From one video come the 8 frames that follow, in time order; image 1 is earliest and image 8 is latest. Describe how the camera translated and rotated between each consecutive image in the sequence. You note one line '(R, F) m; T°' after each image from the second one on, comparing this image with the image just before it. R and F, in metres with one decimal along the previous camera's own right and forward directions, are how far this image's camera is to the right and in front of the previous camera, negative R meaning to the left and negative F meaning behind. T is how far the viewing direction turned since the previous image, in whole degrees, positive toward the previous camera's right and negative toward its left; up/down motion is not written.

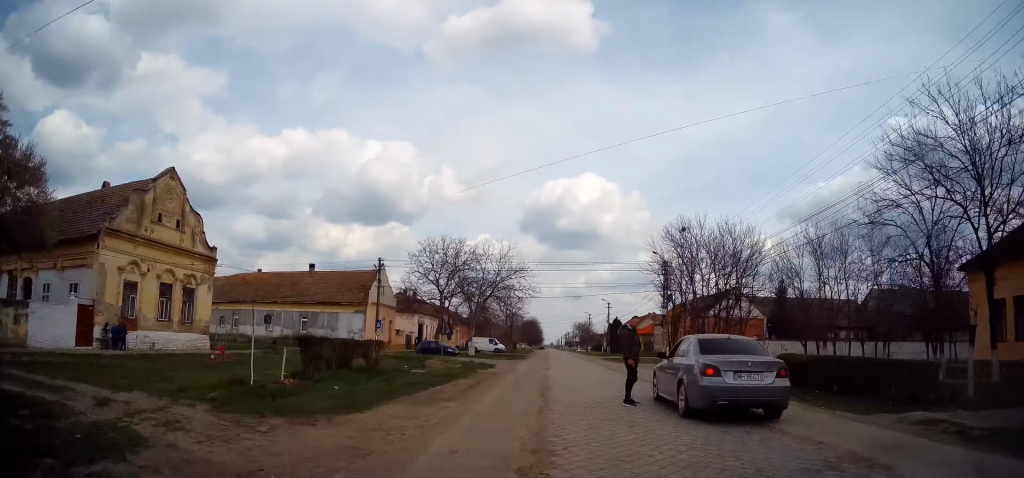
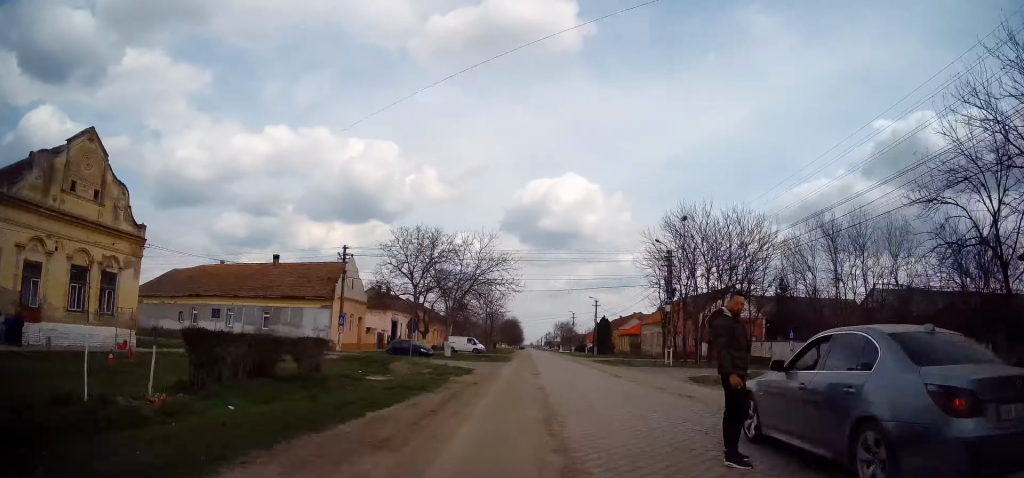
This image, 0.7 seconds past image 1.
(-0.4, +5.4) m; 0°
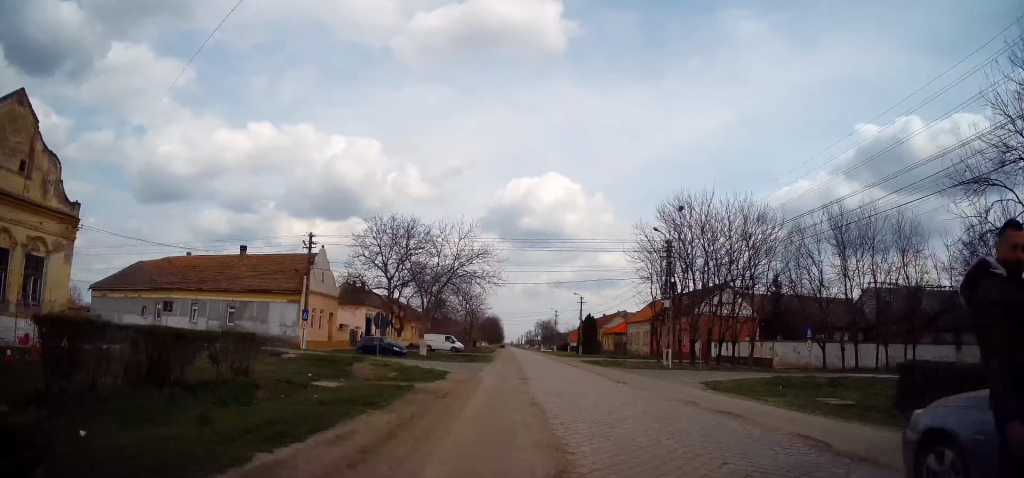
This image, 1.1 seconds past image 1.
(-0.2, +3.5) m; +1°
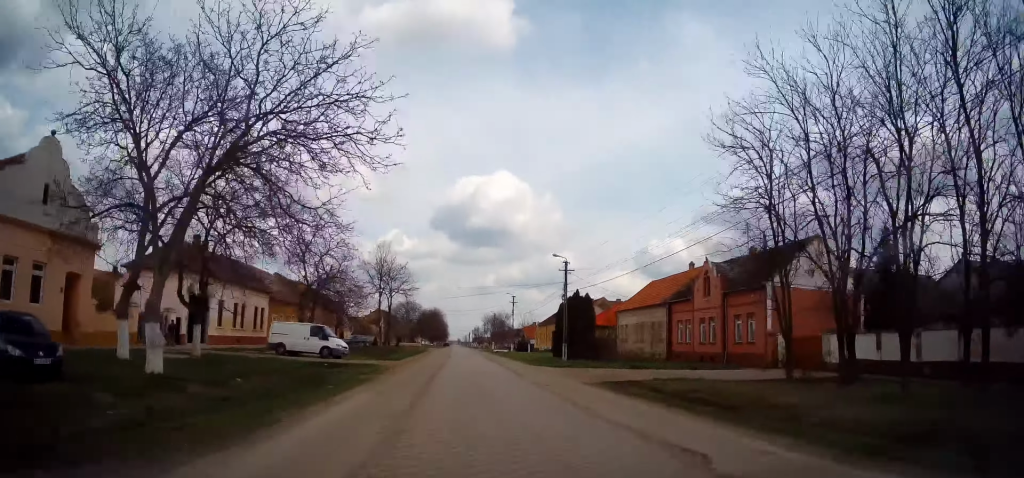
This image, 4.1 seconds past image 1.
(+3.5, +28.8) m; +8°
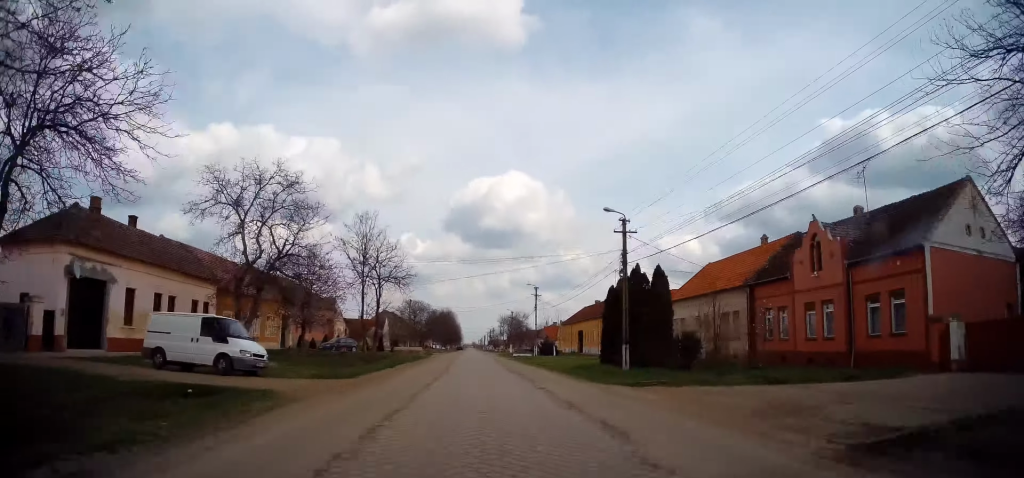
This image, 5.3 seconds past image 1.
(+0.4, +13.6) m; 0°
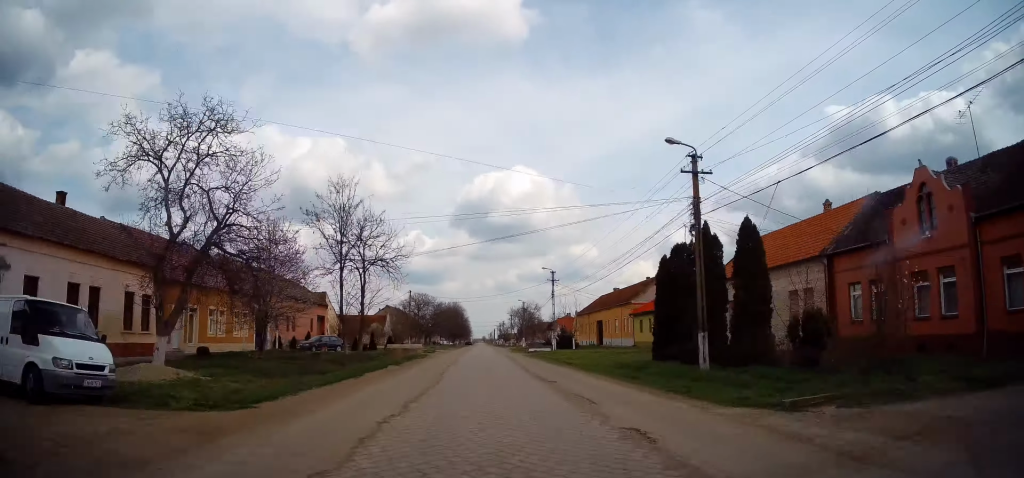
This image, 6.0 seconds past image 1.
(-0.3, +8.6) m; -2°
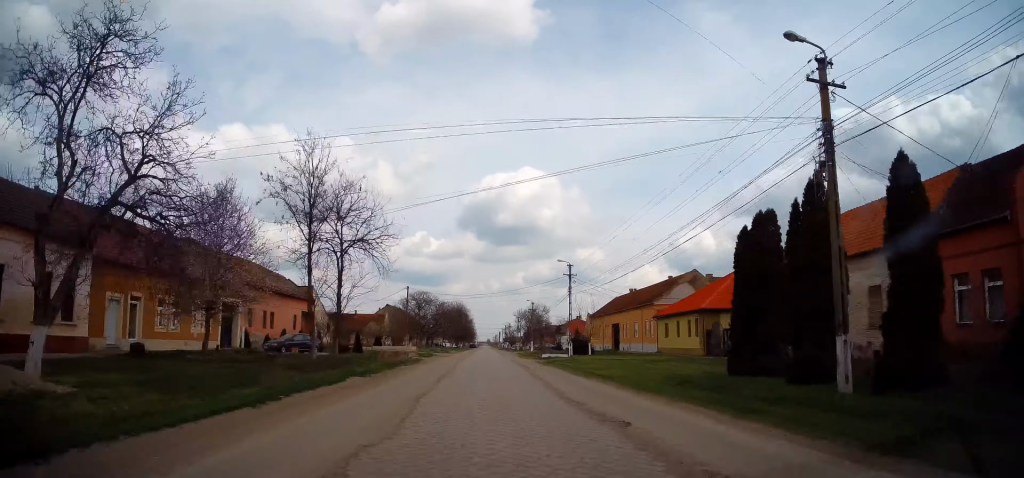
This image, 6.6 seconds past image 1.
(0.0, +7.7) m; -1°
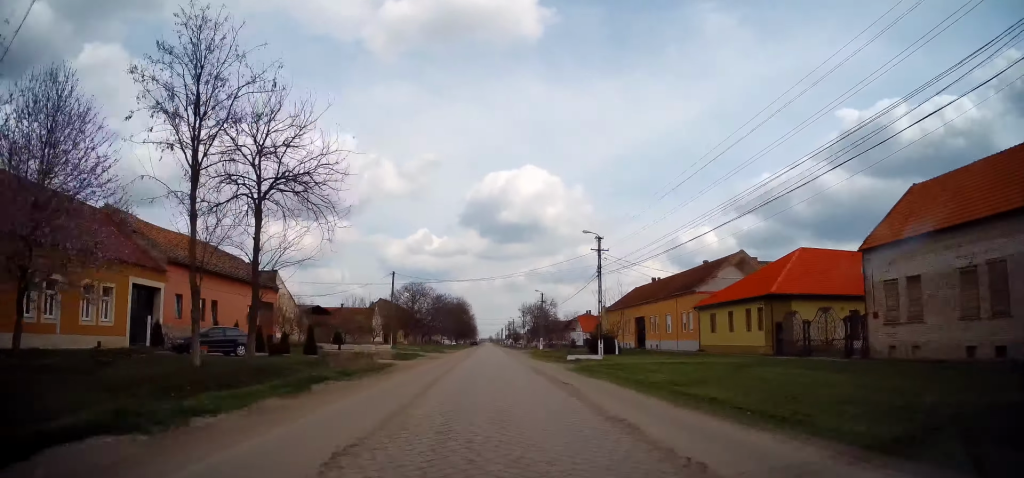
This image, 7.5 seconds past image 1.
(-0.2, +11.8) m; -1°
